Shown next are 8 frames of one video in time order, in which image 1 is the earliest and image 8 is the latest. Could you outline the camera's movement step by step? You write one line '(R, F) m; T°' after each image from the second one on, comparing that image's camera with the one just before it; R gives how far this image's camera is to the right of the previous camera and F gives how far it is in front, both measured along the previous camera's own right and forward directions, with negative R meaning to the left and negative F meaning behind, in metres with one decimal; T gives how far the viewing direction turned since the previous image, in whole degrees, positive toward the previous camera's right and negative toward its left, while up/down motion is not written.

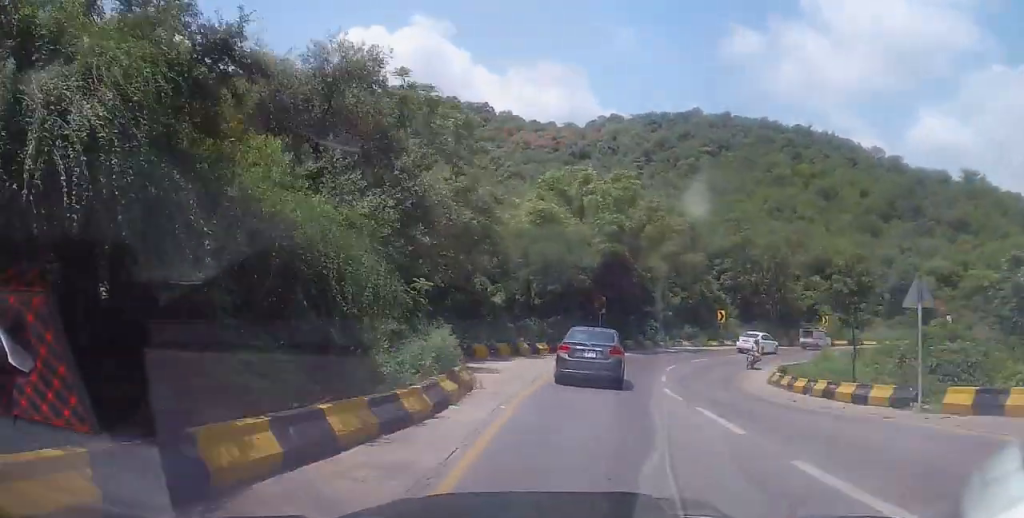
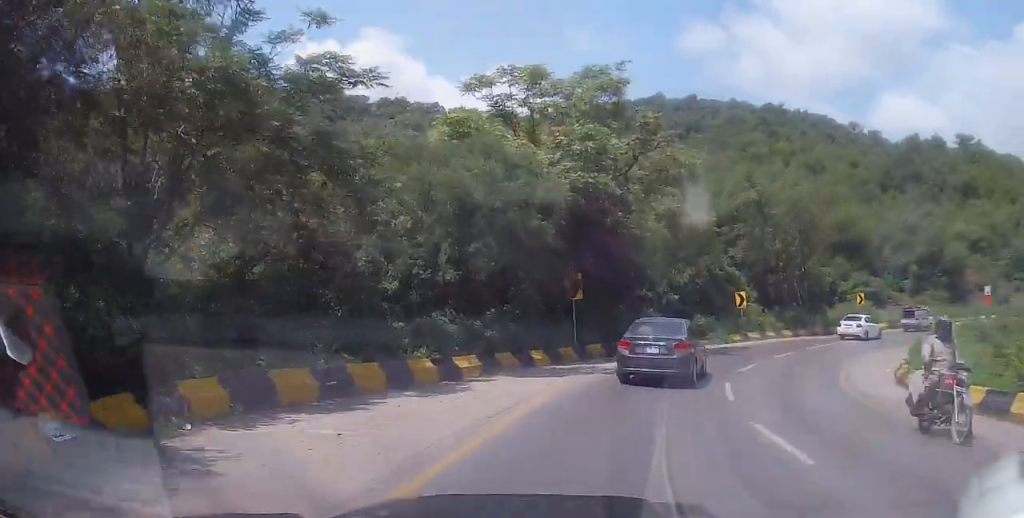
(-0.2, +14.6) m; +2°
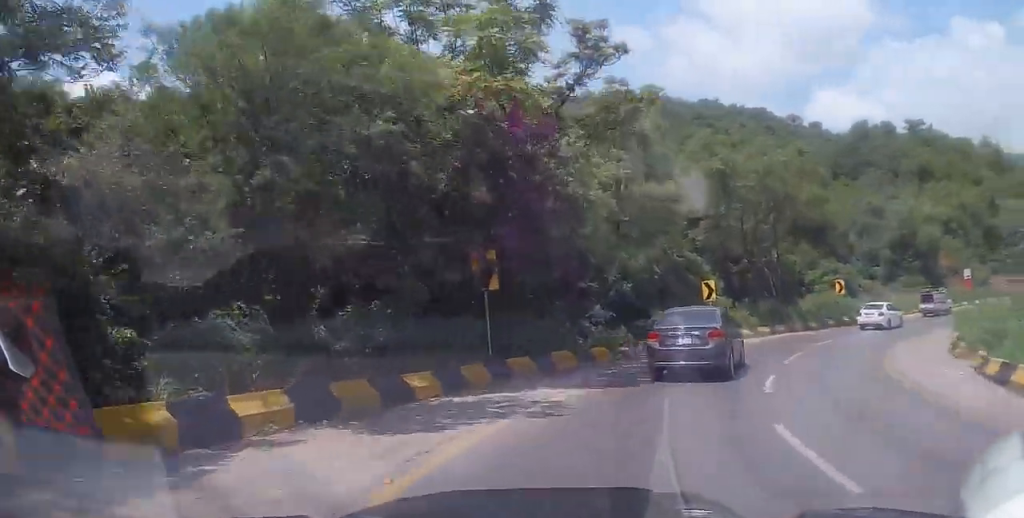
(+0.3, +7.7) m; +5°
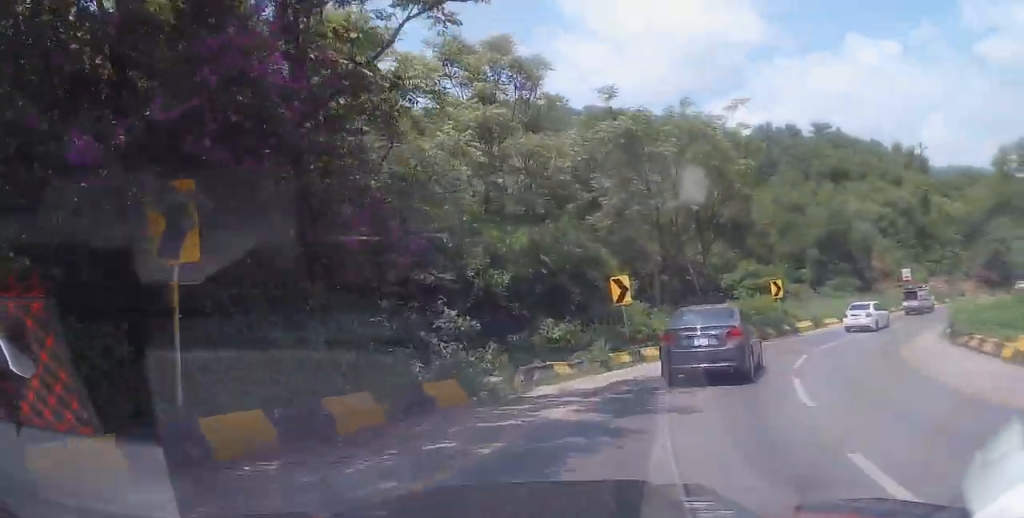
(+0.3, +8.7) m; +8°
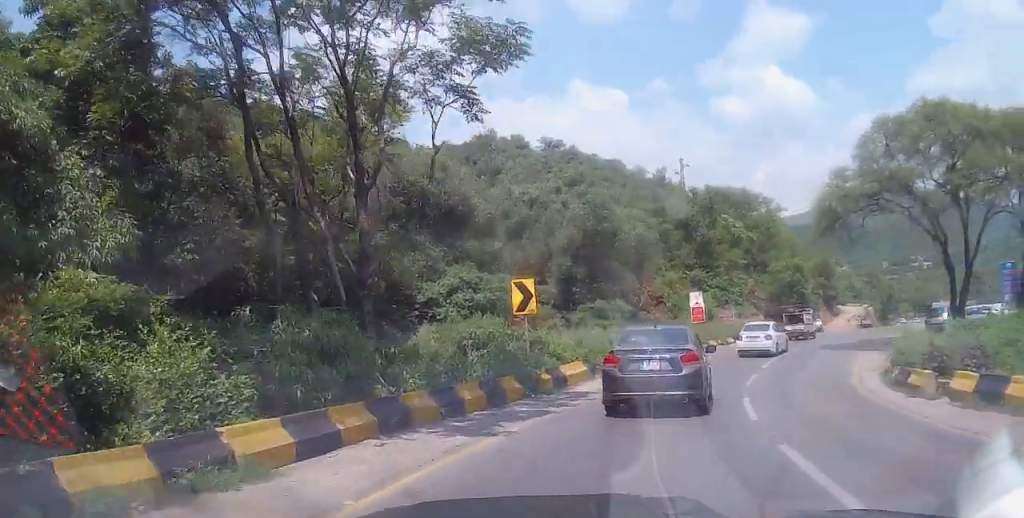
(+4.0, +17.1) m; +26°
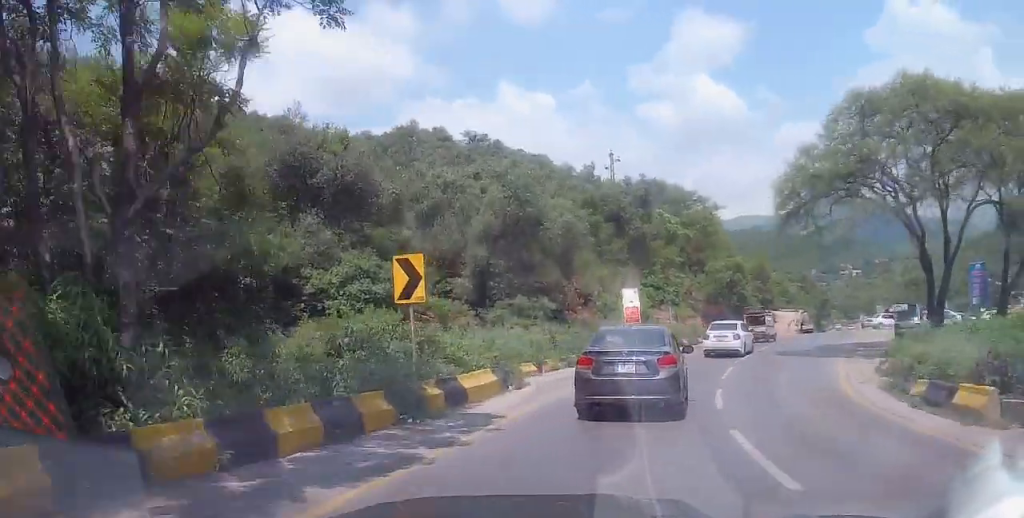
(+0.3, +4.6) m; +6°
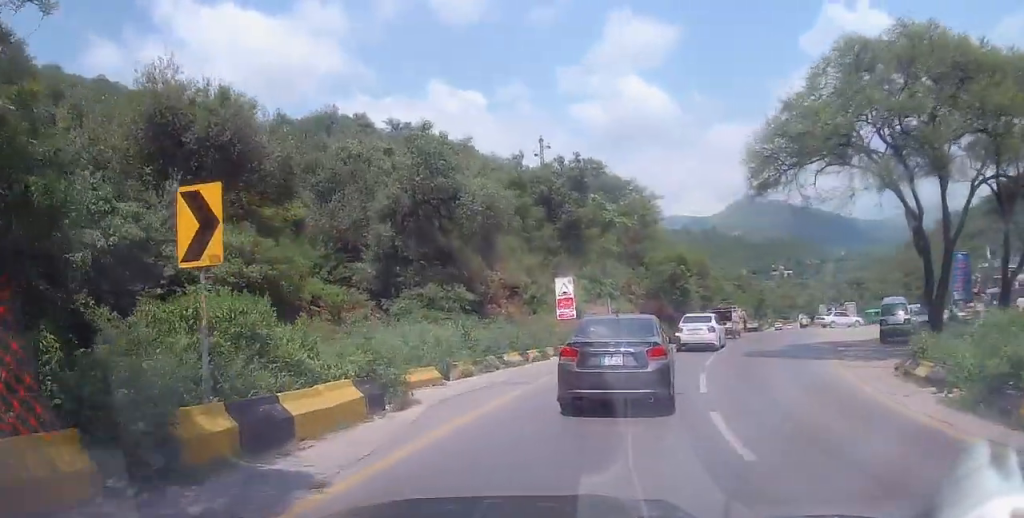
(+0.2, +5.2) m; +5°
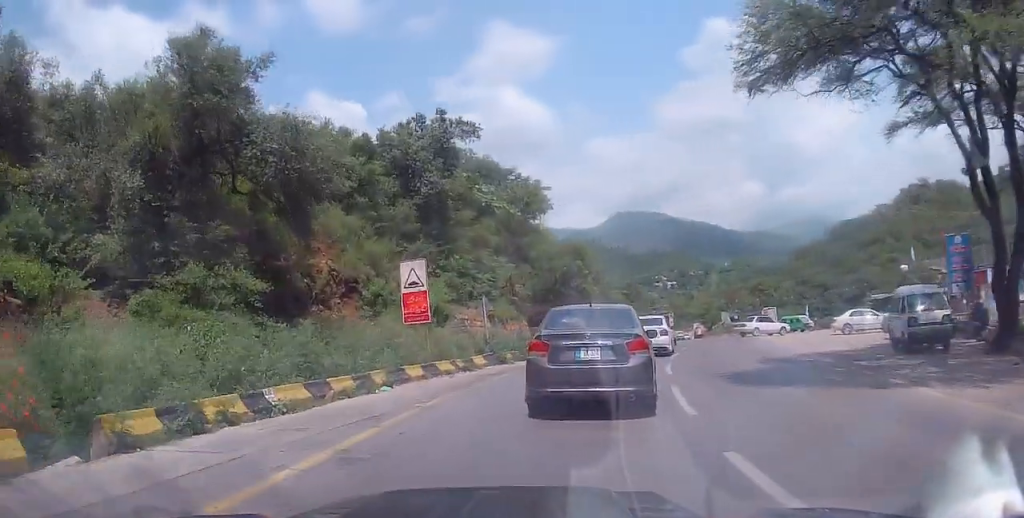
(+0.9, +10.1) m; +10°
